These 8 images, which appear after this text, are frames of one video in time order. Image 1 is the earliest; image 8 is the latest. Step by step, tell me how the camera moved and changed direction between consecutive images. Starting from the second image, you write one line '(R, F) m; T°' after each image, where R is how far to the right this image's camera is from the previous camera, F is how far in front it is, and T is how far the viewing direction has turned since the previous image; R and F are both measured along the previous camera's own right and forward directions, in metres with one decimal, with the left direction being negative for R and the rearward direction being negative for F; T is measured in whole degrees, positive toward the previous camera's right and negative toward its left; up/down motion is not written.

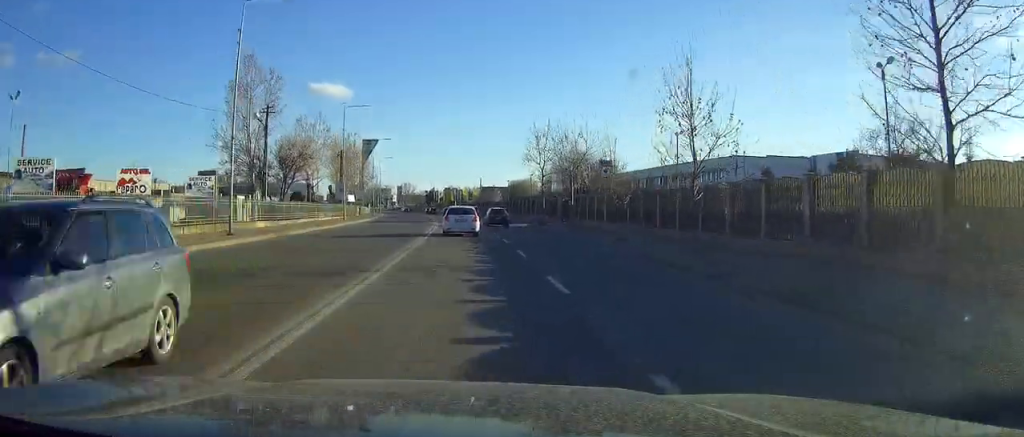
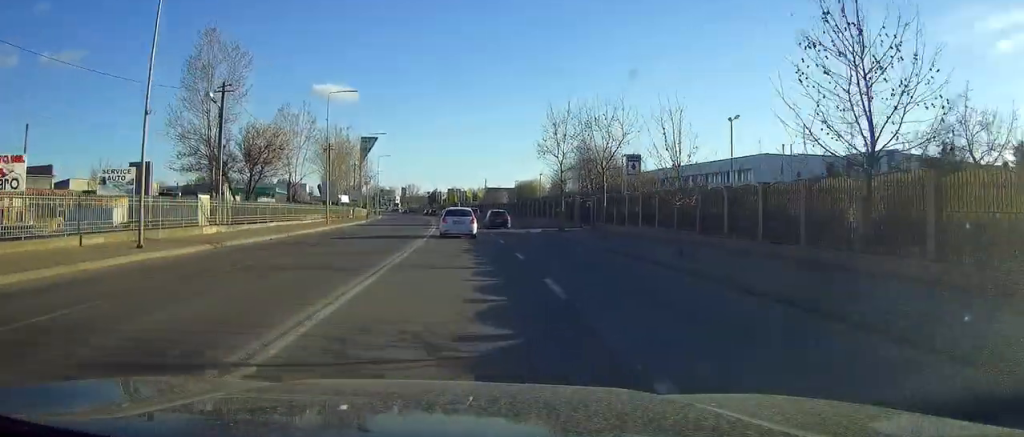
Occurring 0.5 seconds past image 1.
(-0.1, +9.1) m; -1°
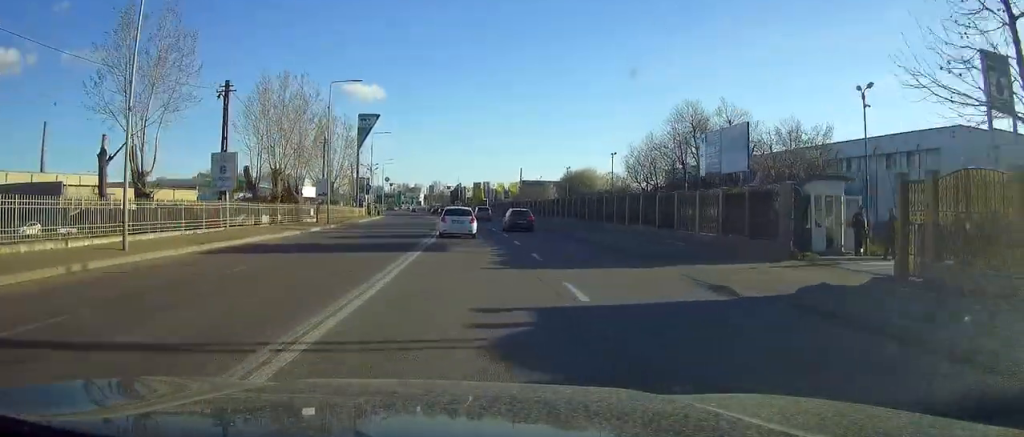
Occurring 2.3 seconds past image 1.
(-0.7, +36.2) m; -2°
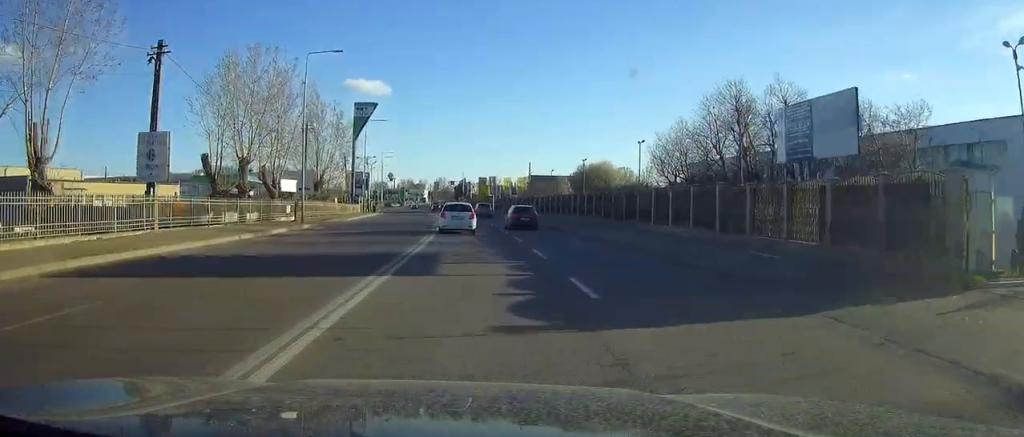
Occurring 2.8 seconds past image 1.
(0.0, +8.9) m; 0°
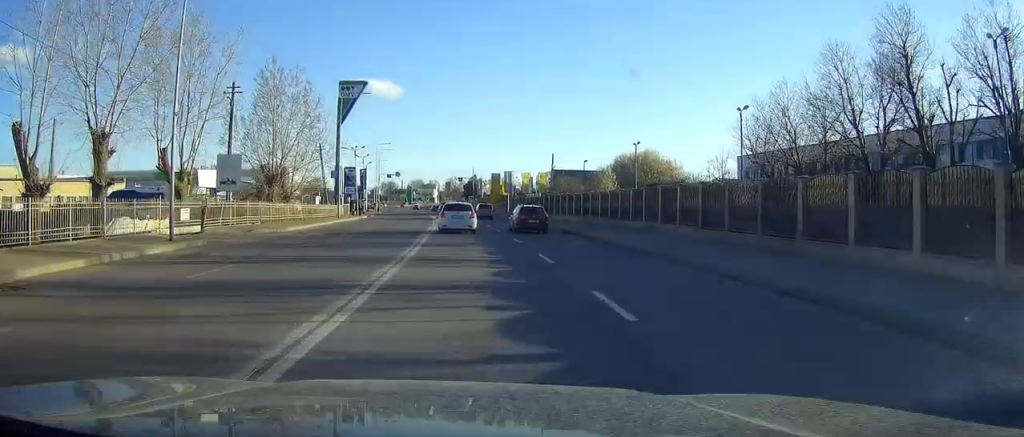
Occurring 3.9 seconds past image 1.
(-0.2, +20.2) m; -1°
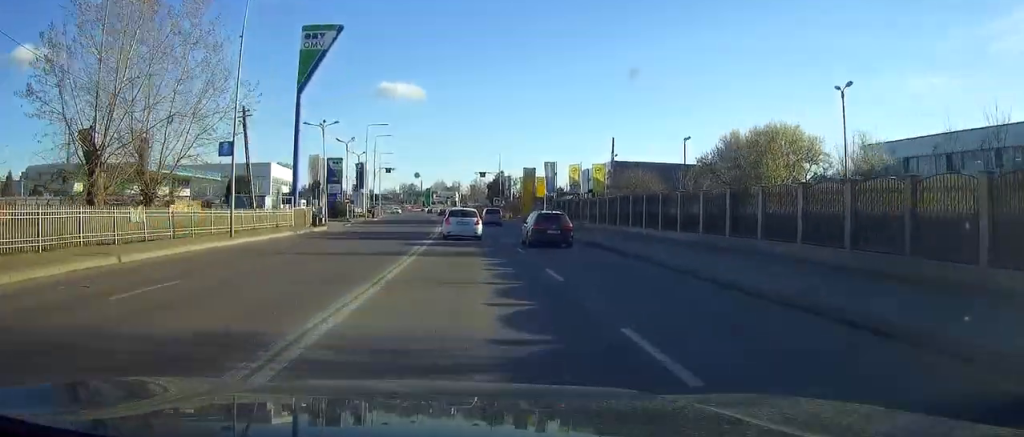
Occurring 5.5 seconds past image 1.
(-0.3, +30.0) m; -2°
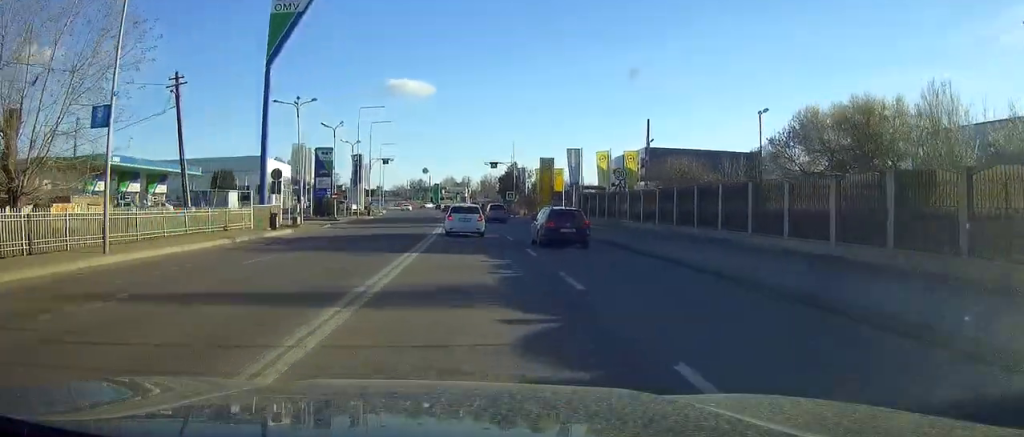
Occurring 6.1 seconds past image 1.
(-0.1, +11.4) m; -1°
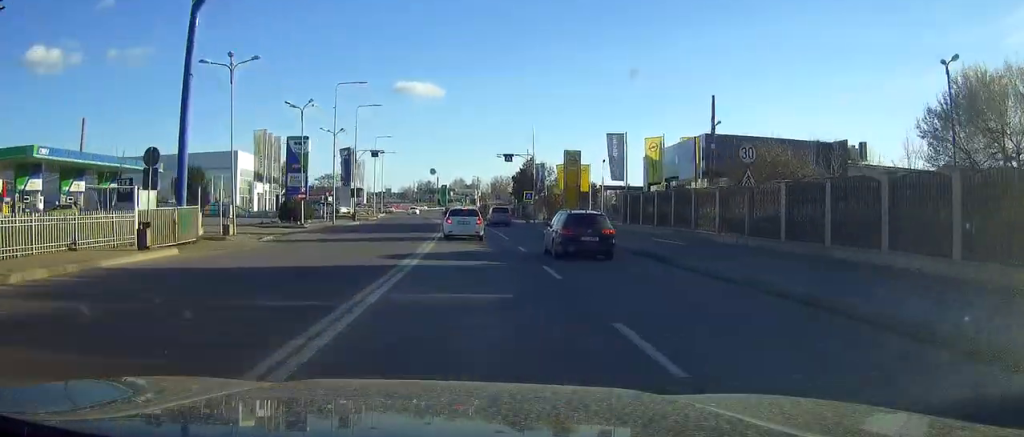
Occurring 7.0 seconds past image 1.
(-0.2, +15.3) m; -1°
